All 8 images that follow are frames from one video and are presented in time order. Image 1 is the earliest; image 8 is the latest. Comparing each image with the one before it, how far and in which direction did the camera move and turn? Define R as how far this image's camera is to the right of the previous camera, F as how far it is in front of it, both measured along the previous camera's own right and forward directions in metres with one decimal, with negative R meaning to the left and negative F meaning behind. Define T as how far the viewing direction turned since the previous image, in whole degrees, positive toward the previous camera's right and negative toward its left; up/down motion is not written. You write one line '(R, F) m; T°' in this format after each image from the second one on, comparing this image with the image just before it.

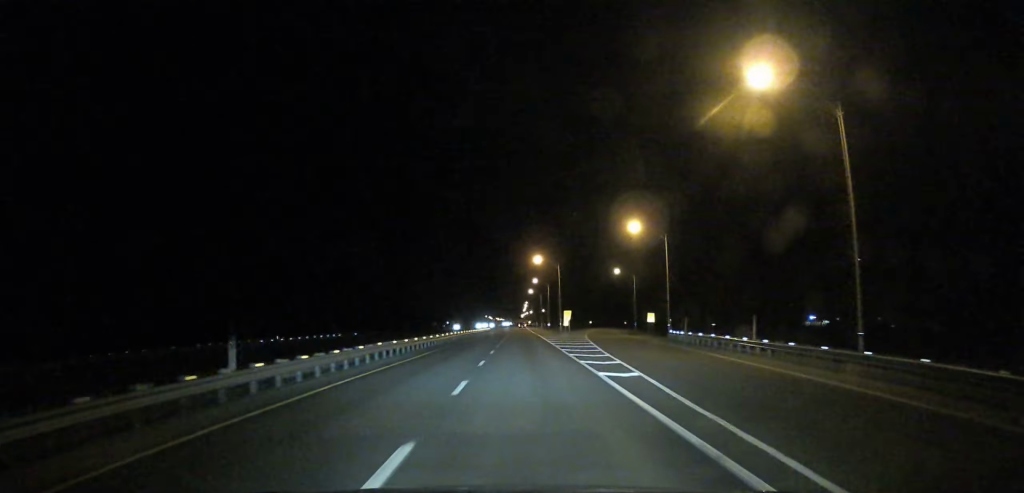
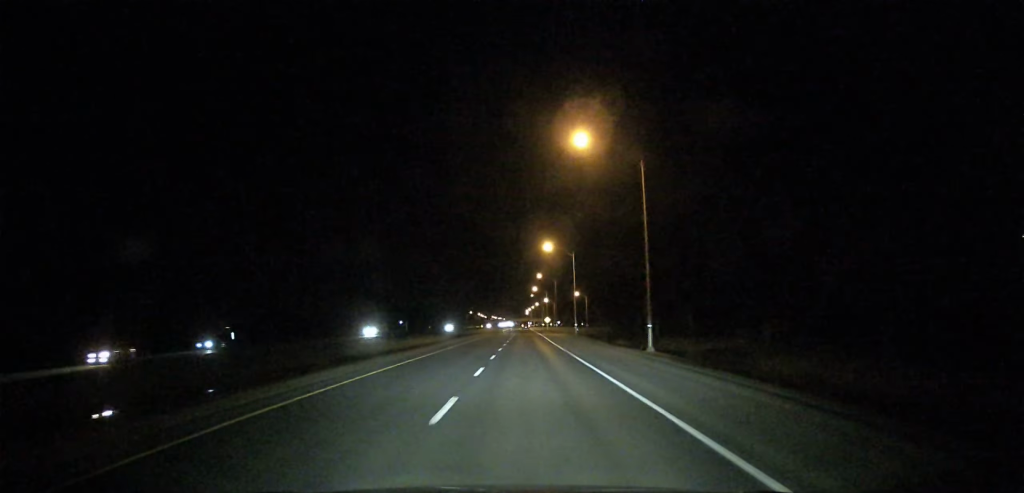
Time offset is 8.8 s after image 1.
(+0.6, +308.6) m; 0°
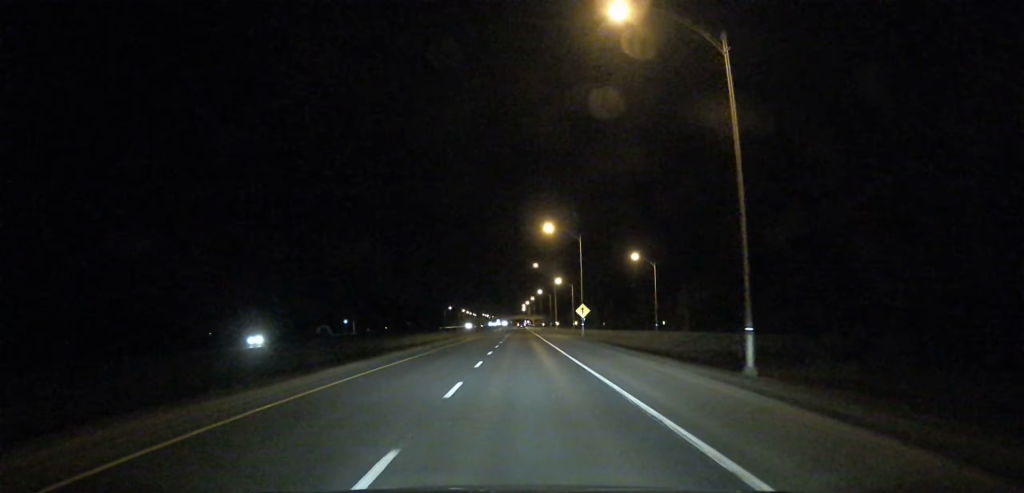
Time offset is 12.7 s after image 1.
(-0.2, +131.9) m; 0°
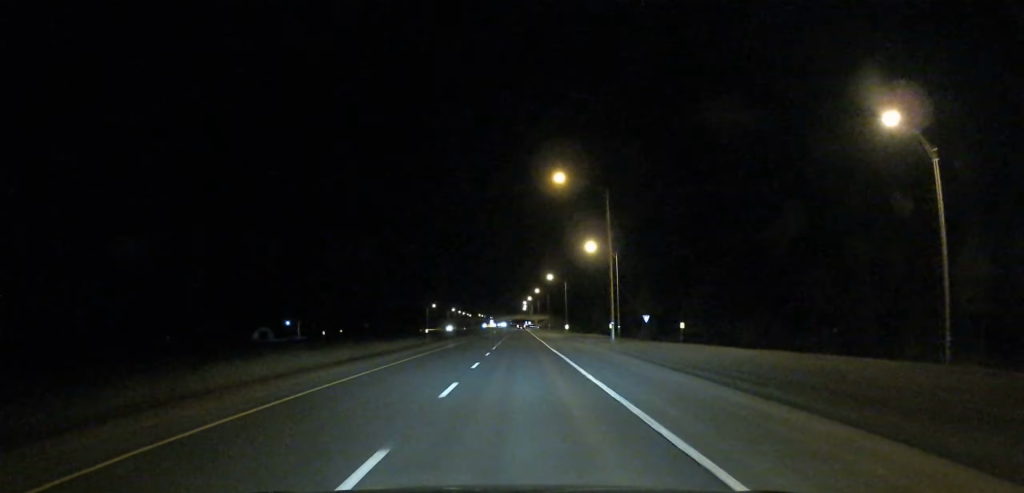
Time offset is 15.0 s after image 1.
(-0.1, +79.7) m; 0°
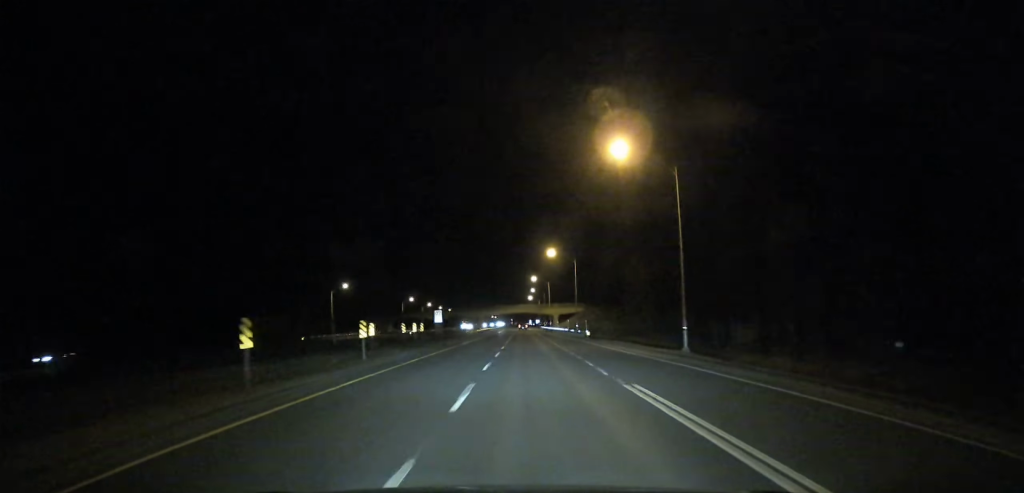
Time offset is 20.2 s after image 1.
(0.0, +175.2) m; 0°
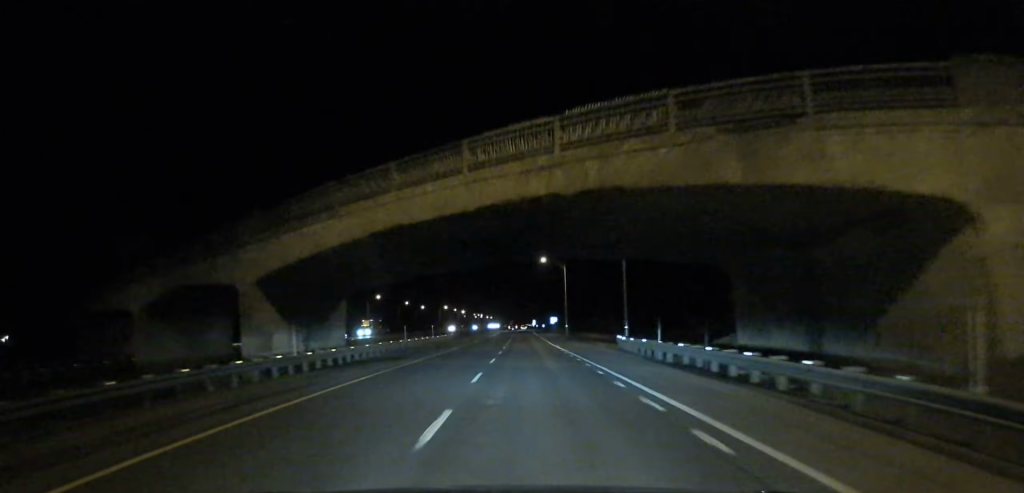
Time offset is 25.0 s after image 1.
(0.0, +166.9) m; 0°
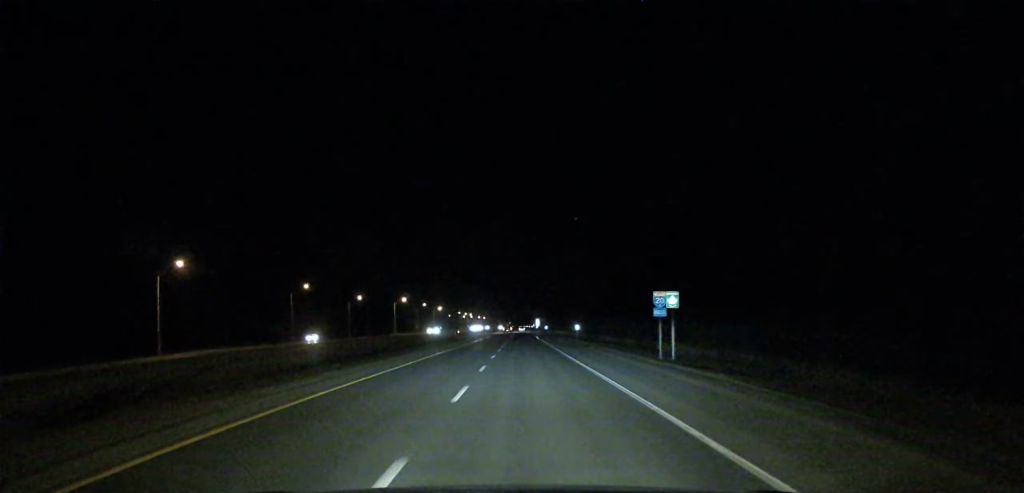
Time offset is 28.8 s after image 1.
(0.0, +130.1) m; 0°
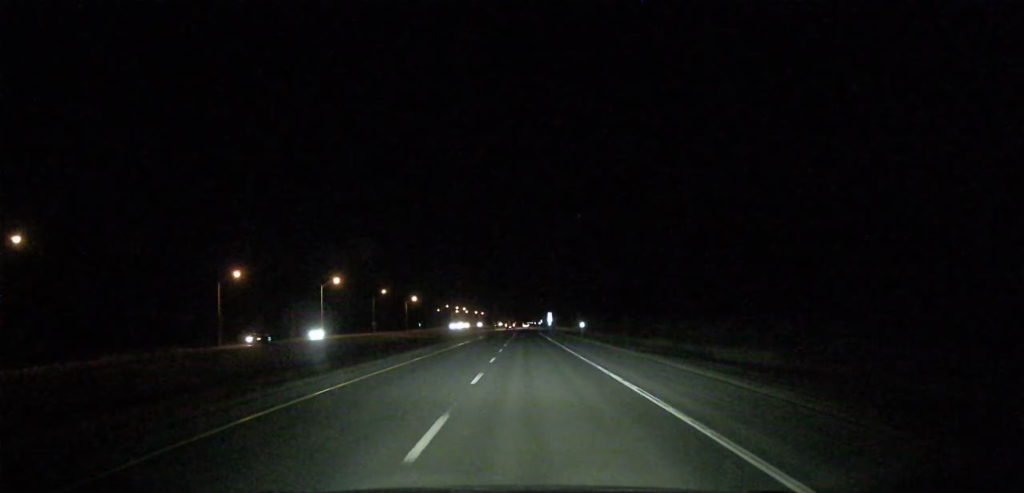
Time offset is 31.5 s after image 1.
(0.0, +94.5) m; 0°
